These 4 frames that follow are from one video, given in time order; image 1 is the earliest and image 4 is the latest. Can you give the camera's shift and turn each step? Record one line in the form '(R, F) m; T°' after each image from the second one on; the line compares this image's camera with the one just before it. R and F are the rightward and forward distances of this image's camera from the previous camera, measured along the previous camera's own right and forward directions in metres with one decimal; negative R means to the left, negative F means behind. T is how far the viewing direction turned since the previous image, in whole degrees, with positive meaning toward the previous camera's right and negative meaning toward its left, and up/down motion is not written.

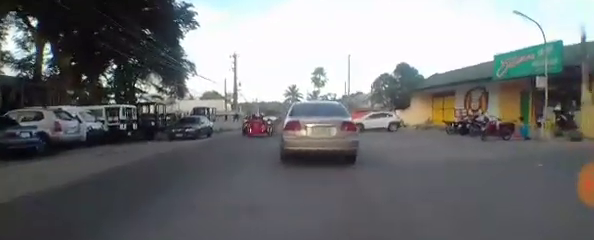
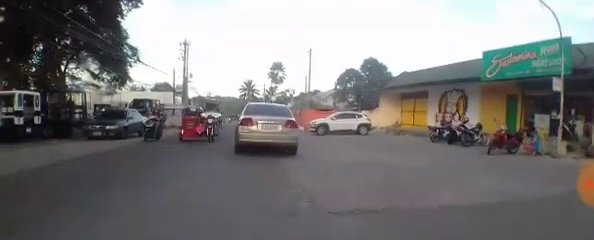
(+0.3, +4.0) m; +3°
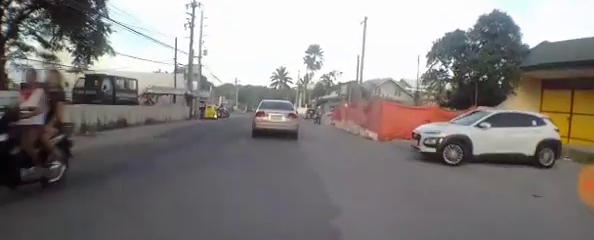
(+0.3, +15.4) m; +5°
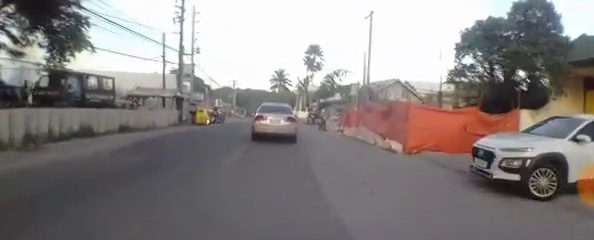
(+0.3, +3.4) m; 0°
